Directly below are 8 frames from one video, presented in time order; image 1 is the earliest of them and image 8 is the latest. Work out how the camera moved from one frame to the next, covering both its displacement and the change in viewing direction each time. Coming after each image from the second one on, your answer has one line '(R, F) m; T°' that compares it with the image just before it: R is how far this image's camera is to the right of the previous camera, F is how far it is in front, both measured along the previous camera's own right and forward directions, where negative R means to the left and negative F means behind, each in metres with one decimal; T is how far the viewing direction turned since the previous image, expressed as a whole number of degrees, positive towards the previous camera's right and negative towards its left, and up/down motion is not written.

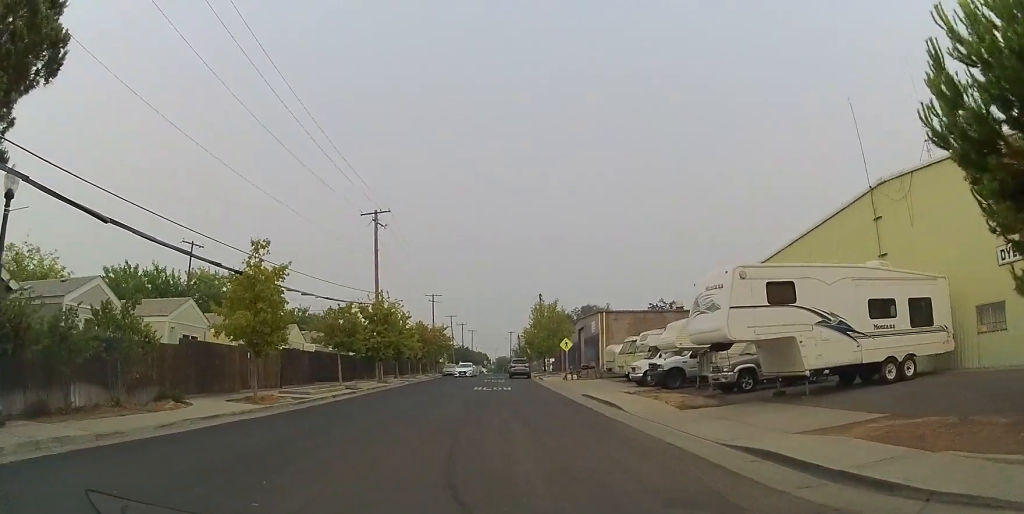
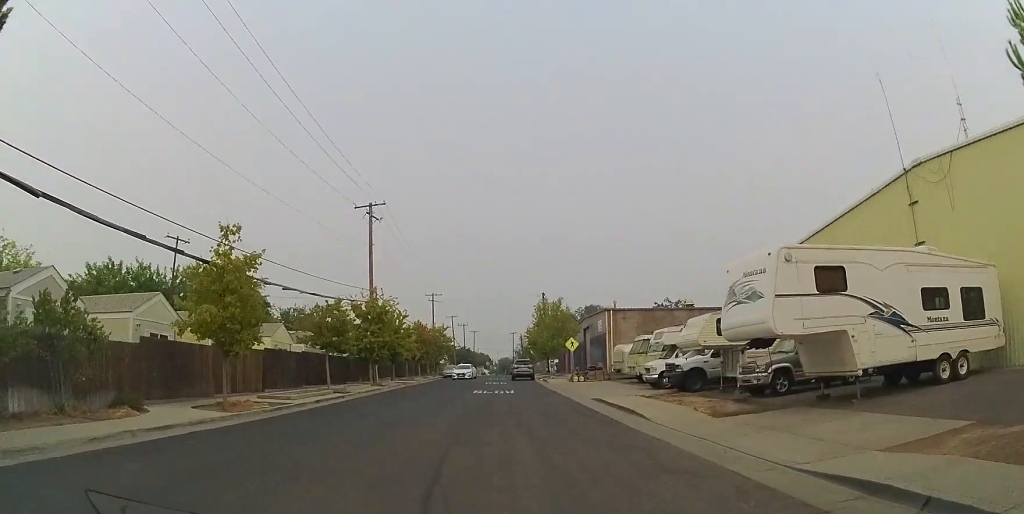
(0.0, +2.5) m; 0°
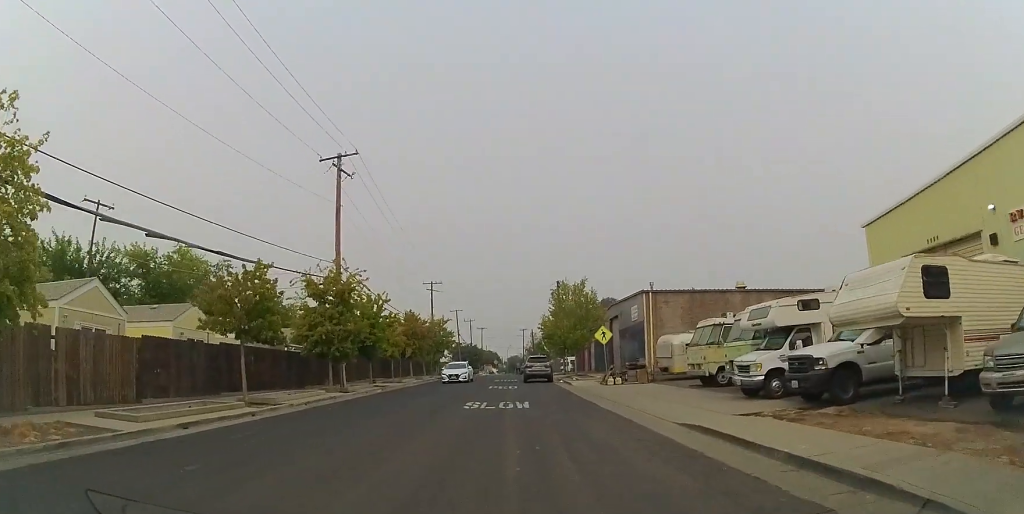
(0.0, +10.2) m; 0°
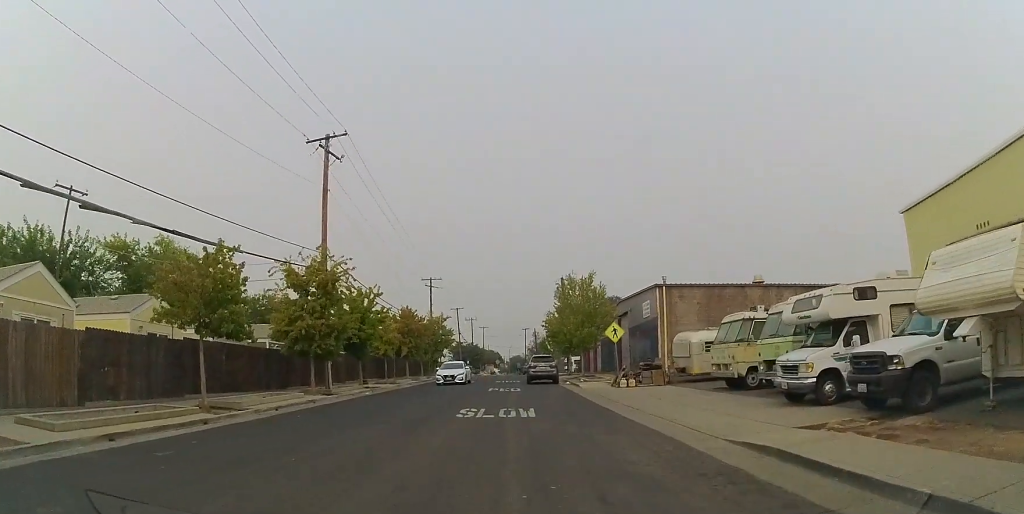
(0.0, +2.8) m; 0°
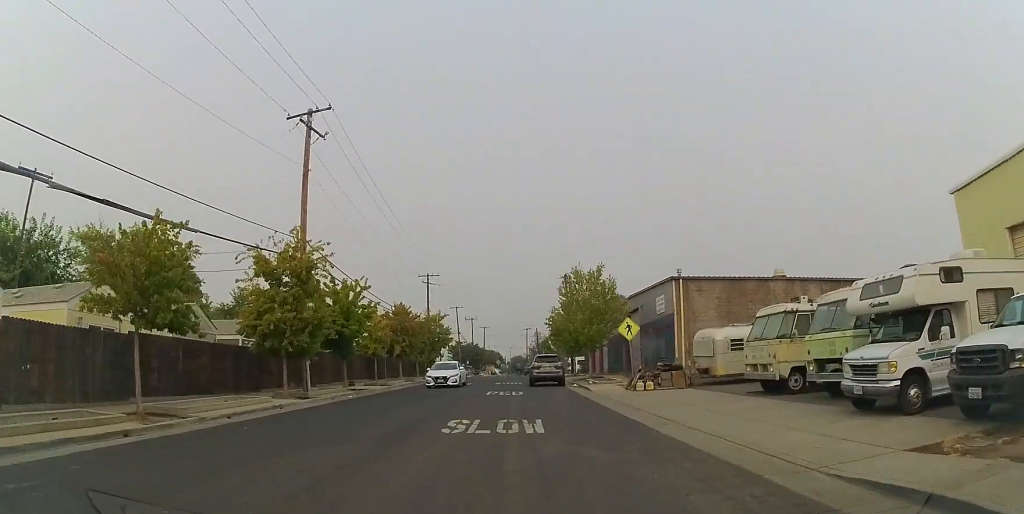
(0.0, +3.3) m; 0°
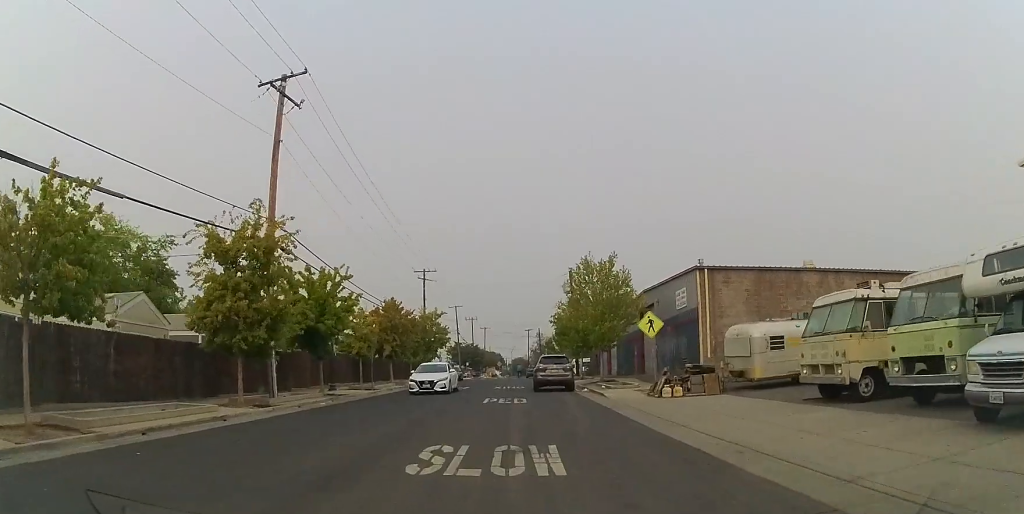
(0.0, +3.9) m; 0°
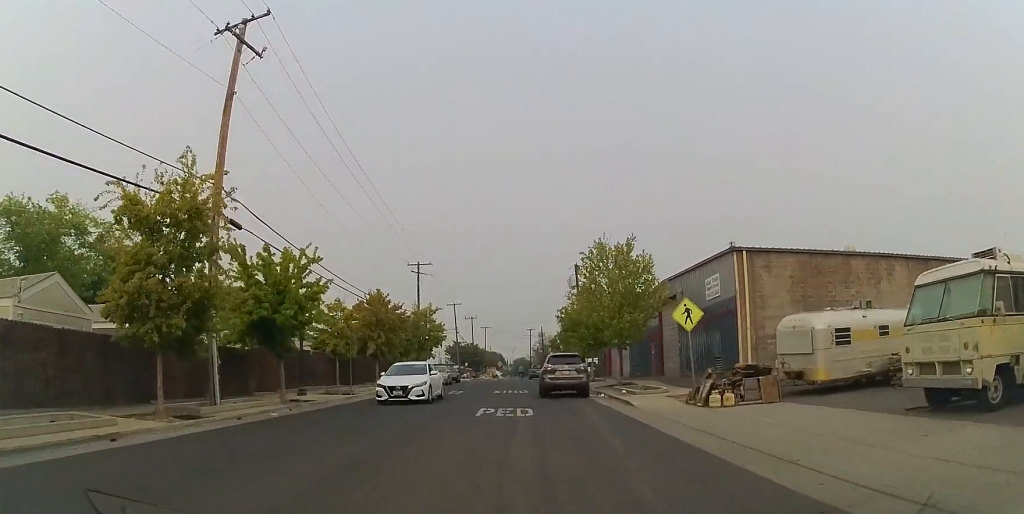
(0.0, +4.6) m; 0°
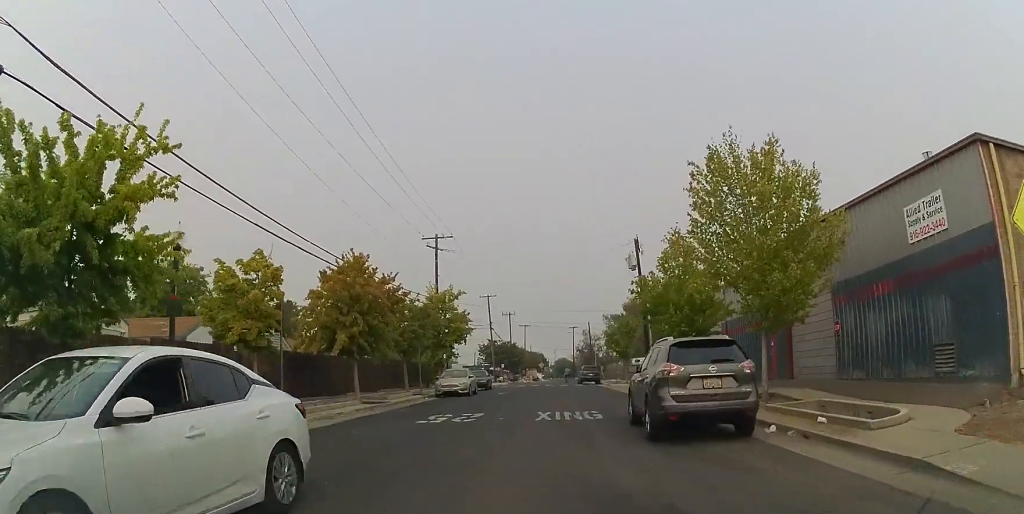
(0.0, +12.8) m; -1°
